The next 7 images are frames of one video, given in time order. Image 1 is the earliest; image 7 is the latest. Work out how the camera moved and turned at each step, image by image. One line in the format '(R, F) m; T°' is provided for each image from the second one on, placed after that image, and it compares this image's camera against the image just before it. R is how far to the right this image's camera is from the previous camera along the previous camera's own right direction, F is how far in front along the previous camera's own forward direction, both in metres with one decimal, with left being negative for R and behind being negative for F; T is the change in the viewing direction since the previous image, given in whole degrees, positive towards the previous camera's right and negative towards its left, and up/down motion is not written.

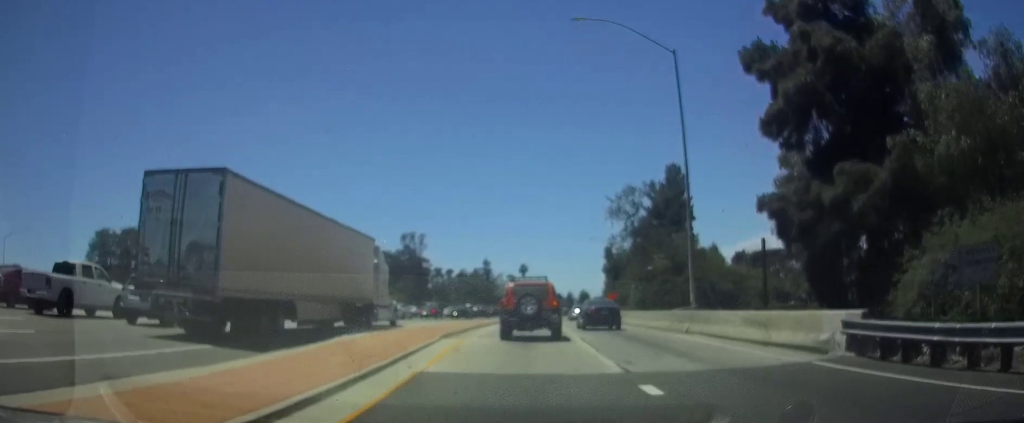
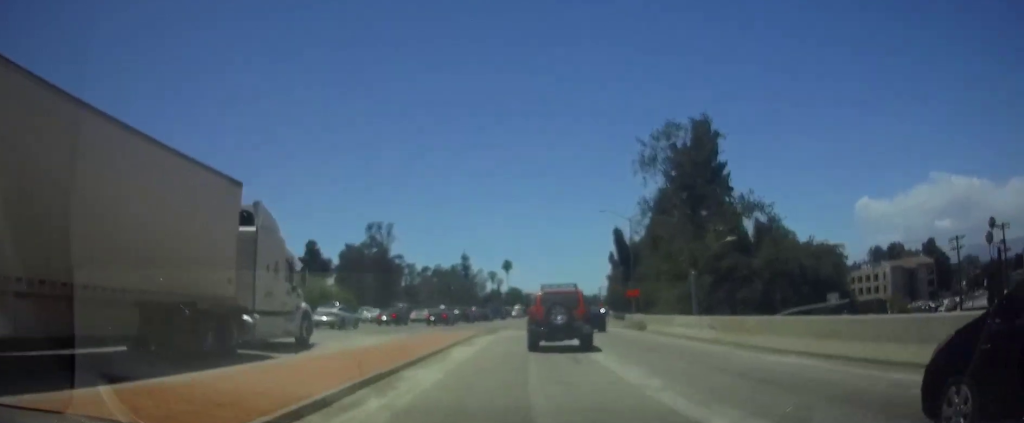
(+0.2, +22.8) m; +1°
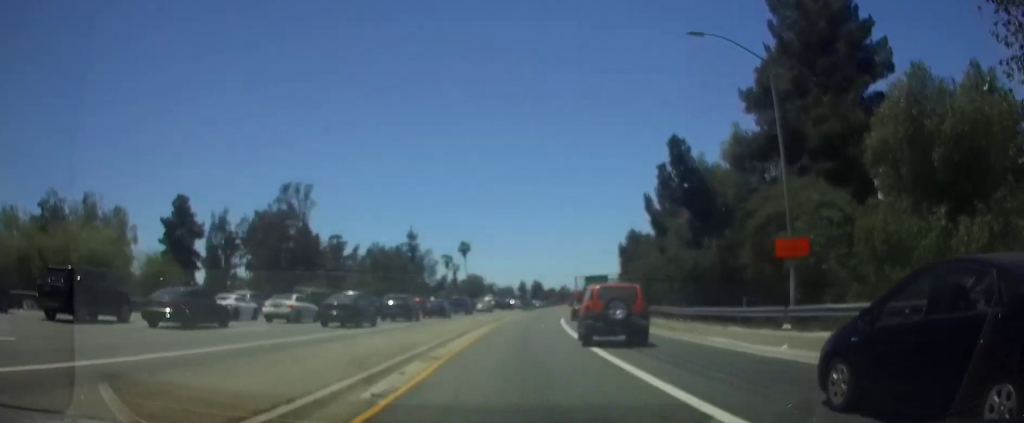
(+0.9, +38.9) m; +3°
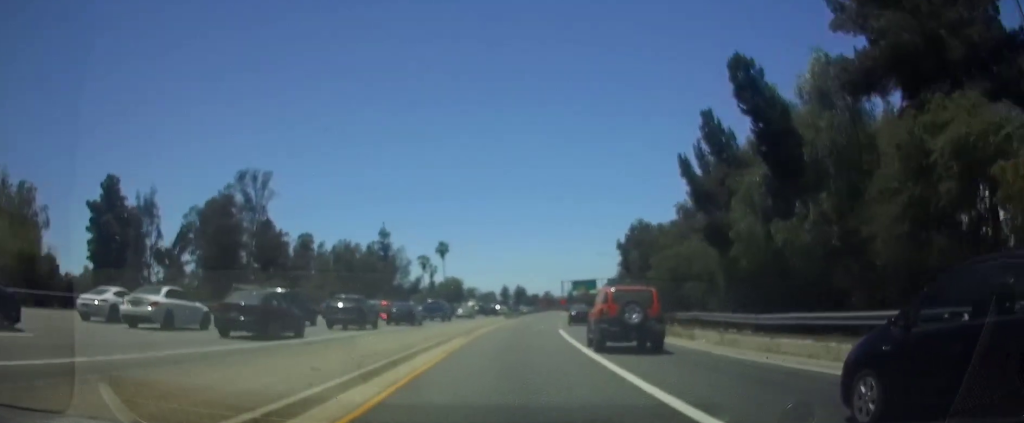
(+0.2, +13.5) m; +1°
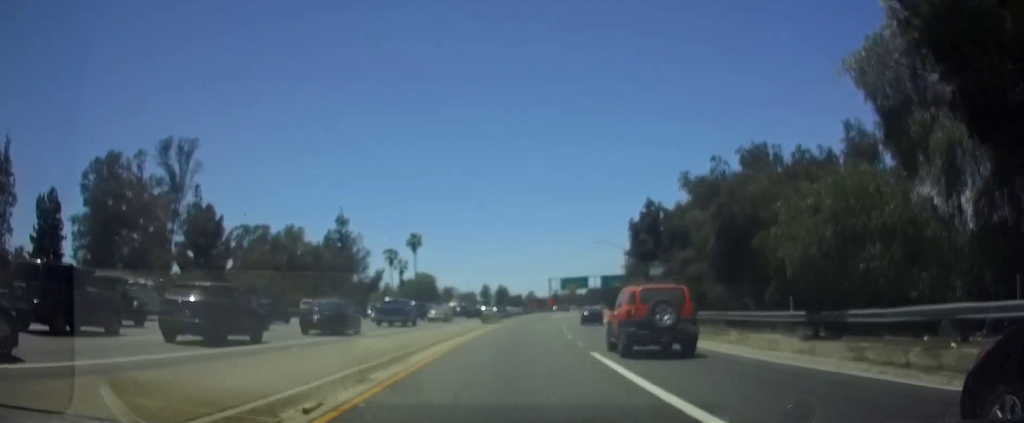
(+0.2, +20.9) m; +1°
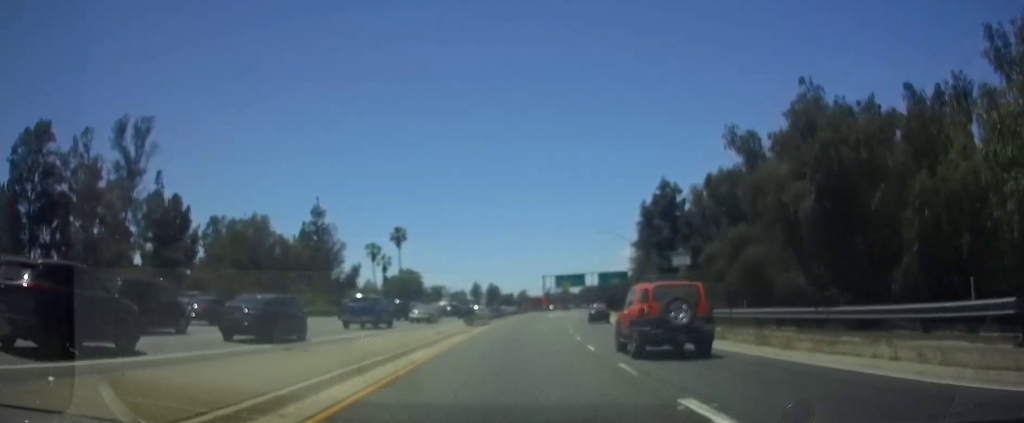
(0.0, +10.0) m; +1°
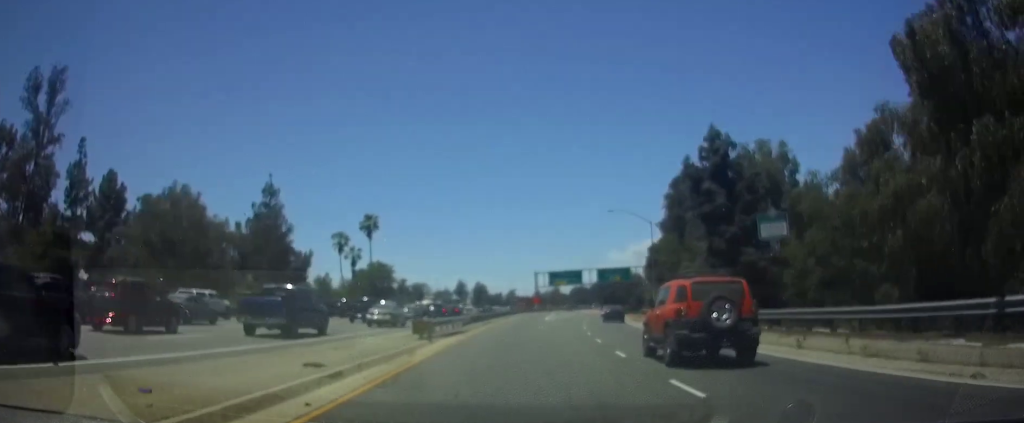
(+0.2, +17.5) m; +1°
